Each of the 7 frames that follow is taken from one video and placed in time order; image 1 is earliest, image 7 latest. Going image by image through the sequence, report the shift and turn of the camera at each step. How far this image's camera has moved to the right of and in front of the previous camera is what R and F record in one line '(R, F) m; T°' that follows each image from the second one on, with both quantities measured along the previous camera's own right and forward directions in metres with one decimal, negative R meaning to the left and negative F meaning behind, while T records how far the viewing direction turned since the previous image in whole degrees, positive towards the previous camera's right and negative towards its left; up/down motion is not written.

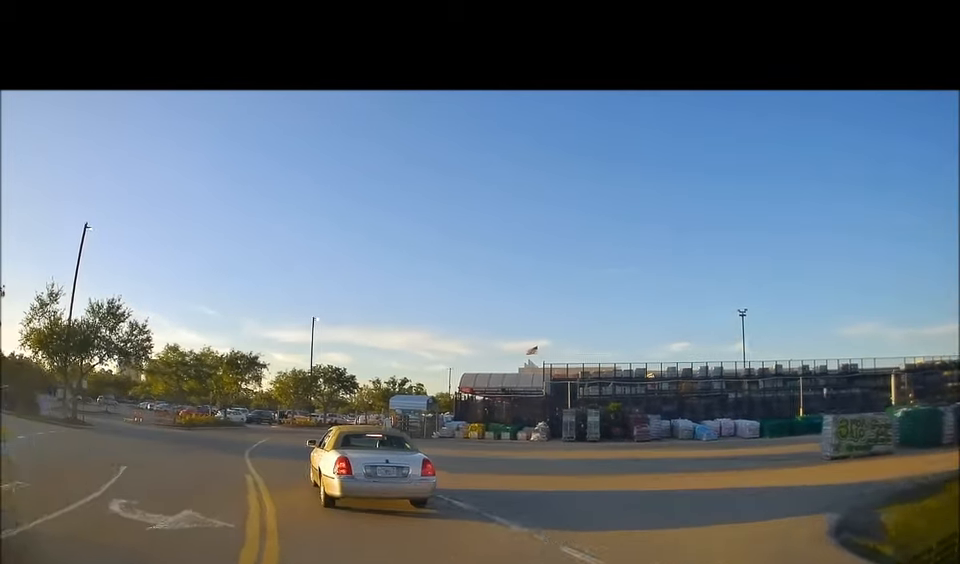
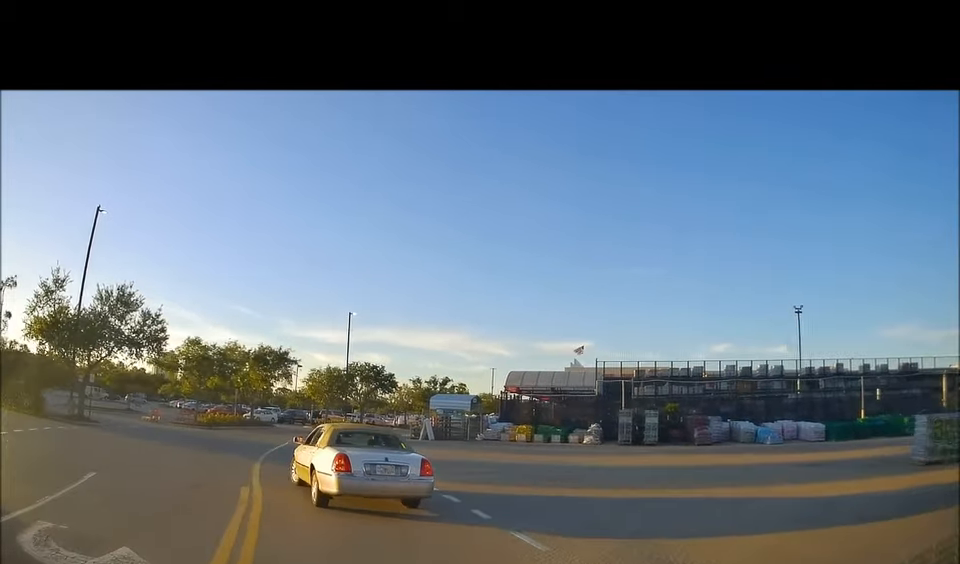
(-0.4, +4.0) m; -6°
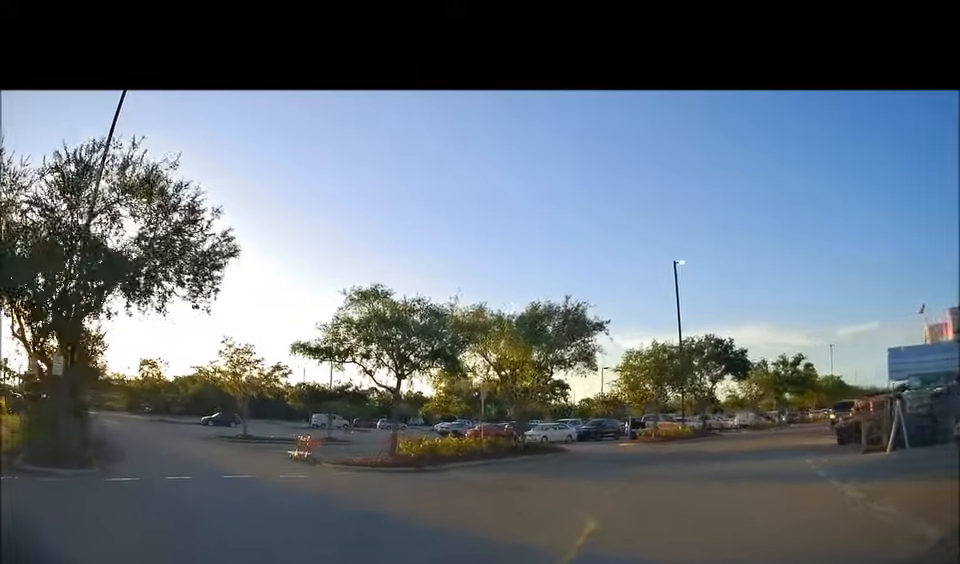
(-6.8, +25.7) m; -27°
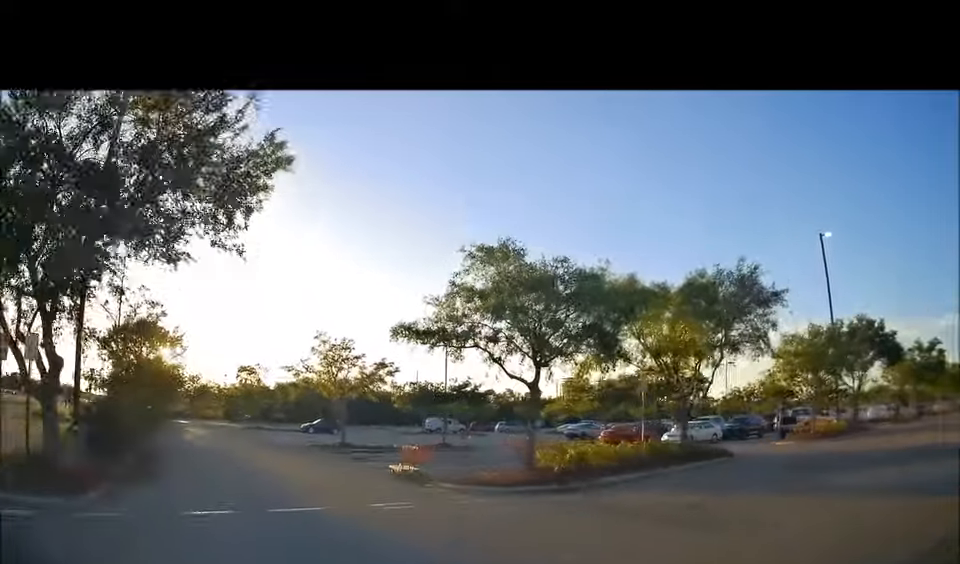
(-0.1, +5.8) m; -10°
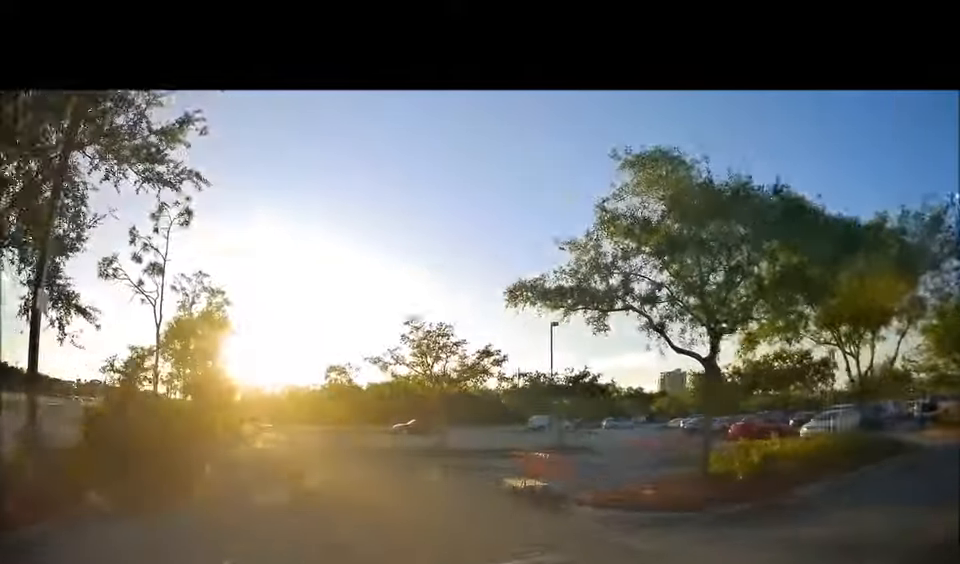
(-0.8, +5.2) m; -10°
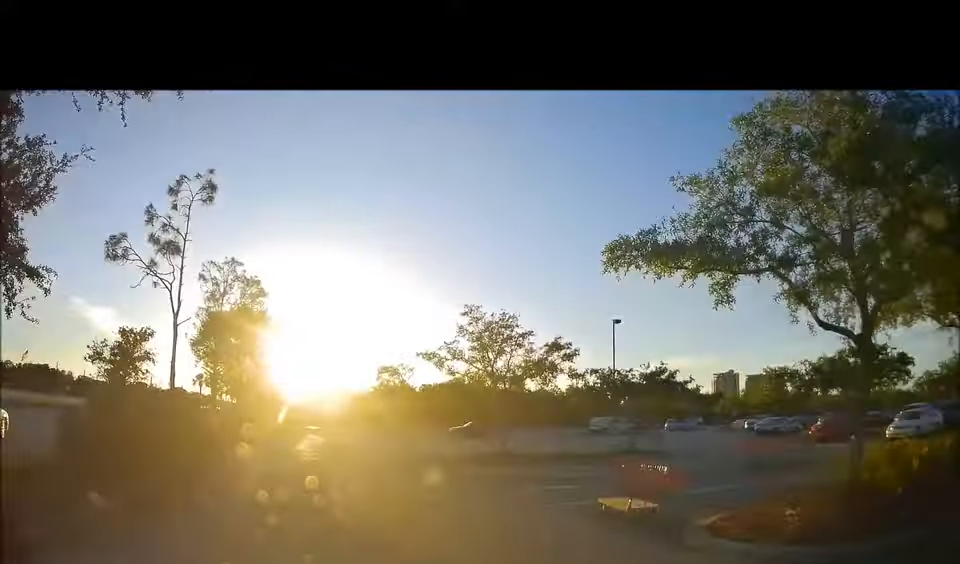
(-0.2, +3.3) m; -6°
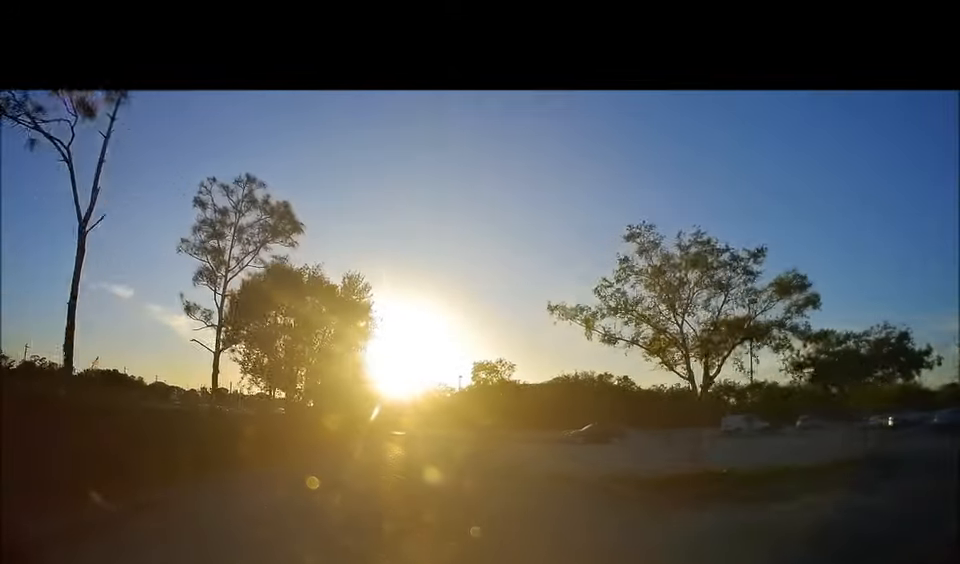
(-1.0, +11.2) m; -12°
